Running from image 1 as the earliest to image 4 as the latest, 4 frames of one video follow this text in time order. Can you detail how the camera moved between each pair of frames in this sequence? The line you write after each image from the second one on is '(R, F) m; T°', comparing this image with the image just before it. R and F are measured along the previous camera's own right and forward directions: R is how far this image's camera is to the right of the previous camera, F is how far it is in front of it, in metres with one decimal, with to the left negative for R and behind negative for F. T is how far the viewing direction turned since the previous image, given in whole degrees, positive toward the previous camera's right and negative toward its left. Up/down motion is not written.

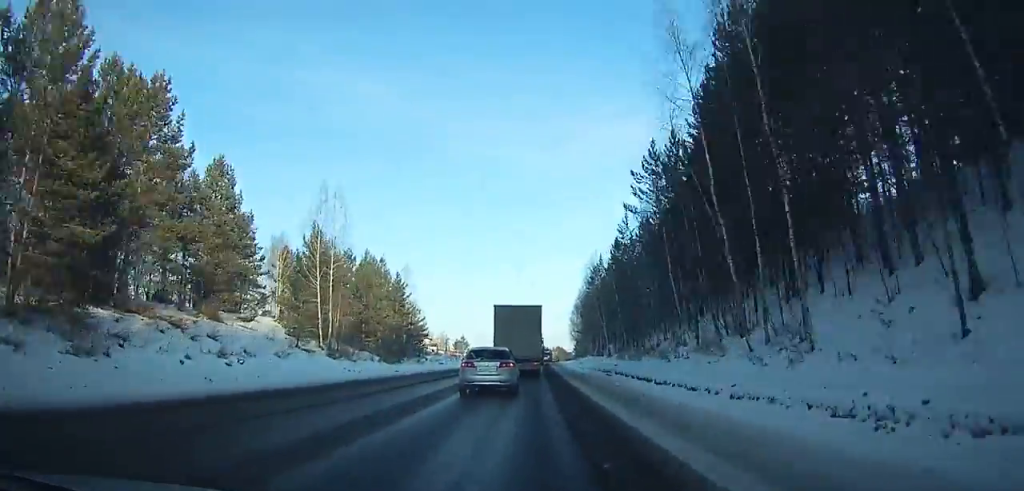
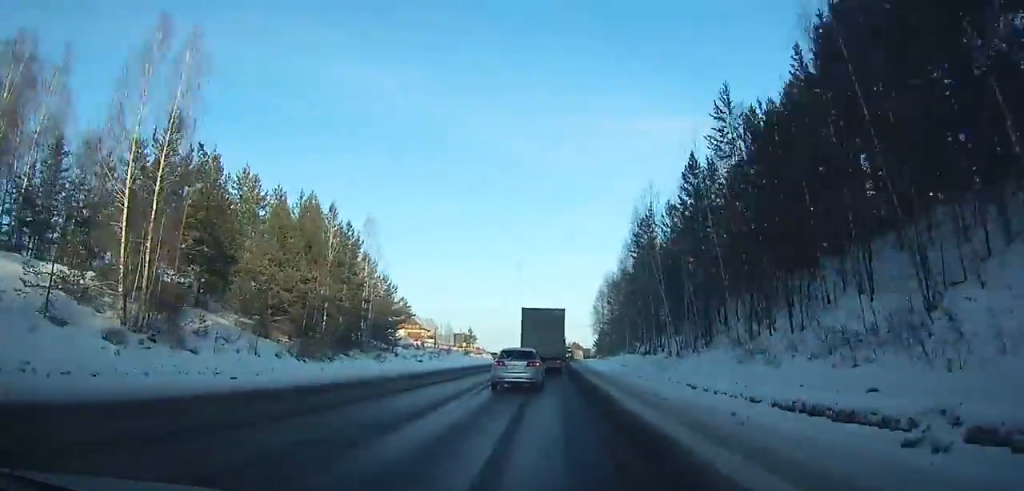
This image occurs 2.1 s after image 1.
(+0.8, +29.0) m; +2°
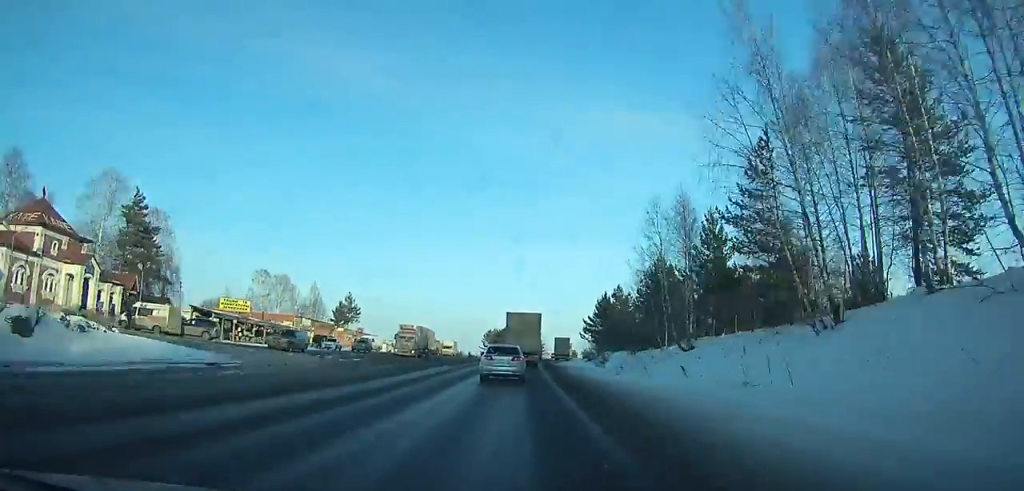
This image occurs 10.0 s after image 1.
(+2.0, +116.7) m; +2°
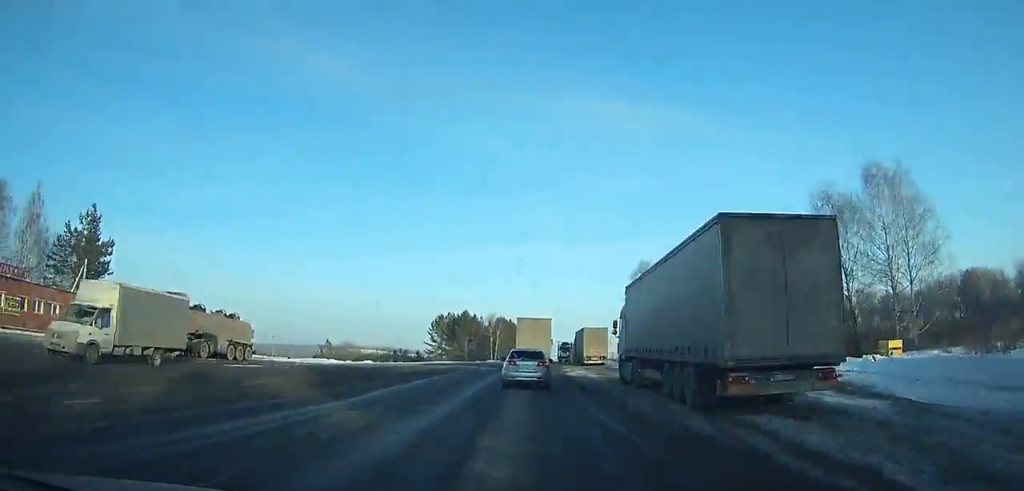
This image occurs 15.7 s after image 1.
(+2.1, +87.4) m; +4°
